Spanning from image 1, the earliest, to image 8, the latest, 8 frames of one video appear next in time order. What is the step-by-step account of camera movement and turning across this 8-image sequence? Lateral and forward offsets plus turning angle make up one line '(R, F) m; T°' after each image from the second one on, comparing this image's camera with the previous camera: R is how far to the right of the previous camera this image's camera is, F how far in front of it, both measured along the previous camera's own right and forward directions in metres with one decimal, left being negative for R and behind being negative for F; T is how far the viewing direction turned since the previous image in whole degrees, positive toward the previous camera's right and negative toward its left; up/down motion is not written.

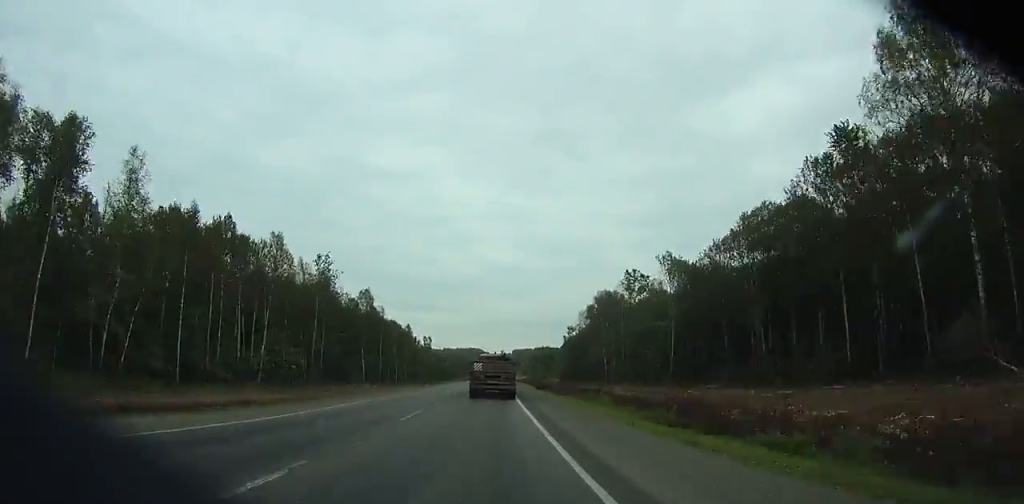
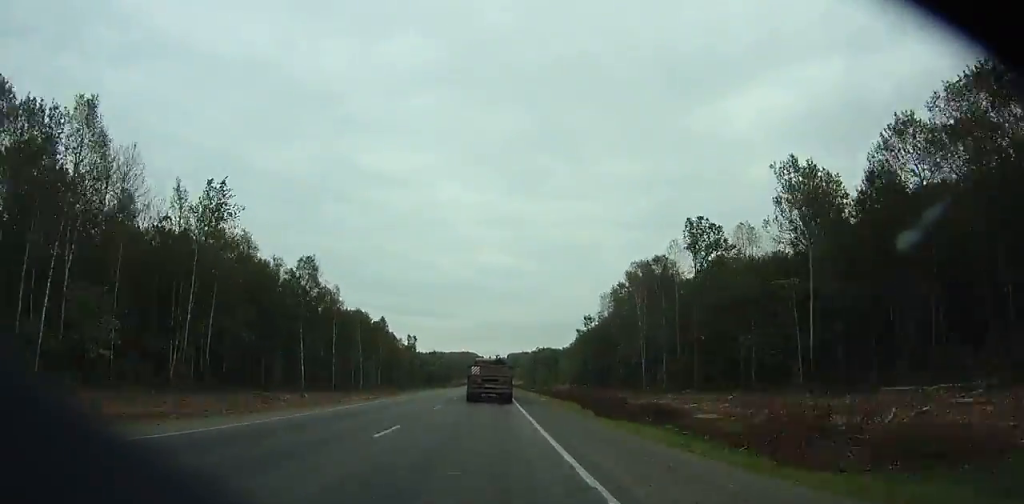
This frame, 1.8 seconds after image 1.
(0.0, +38.8) m; 0°
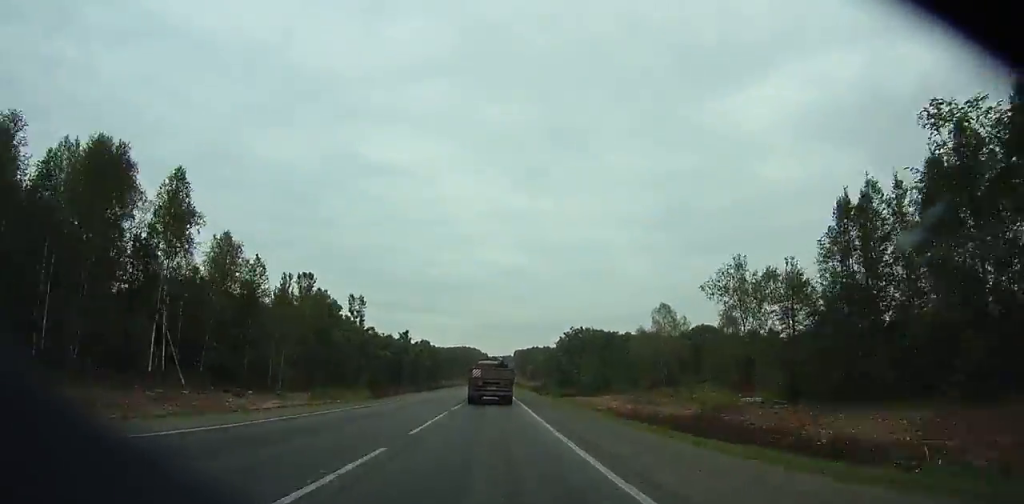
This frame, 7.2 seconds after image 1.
(0.0, +116.8) m; 0°
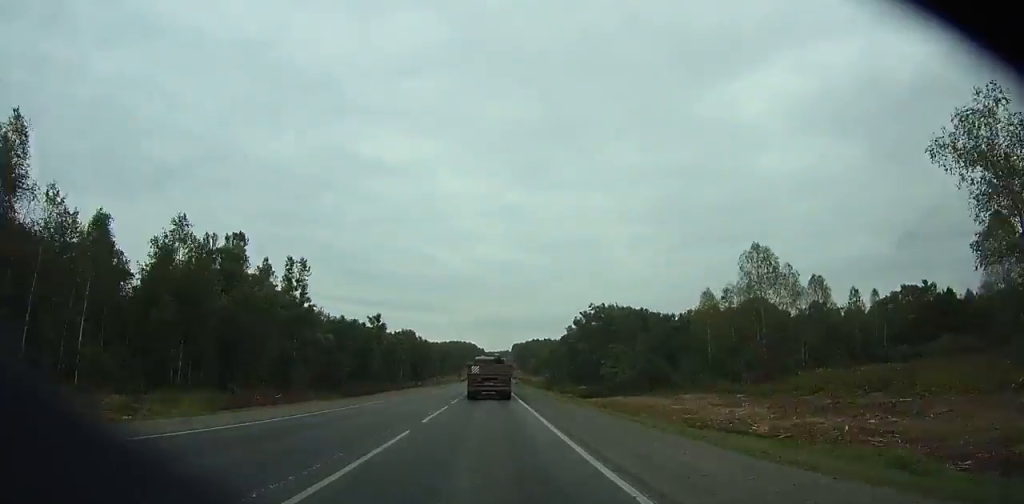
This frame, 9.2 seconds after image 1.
(+0.1, +43.5) m; 0°
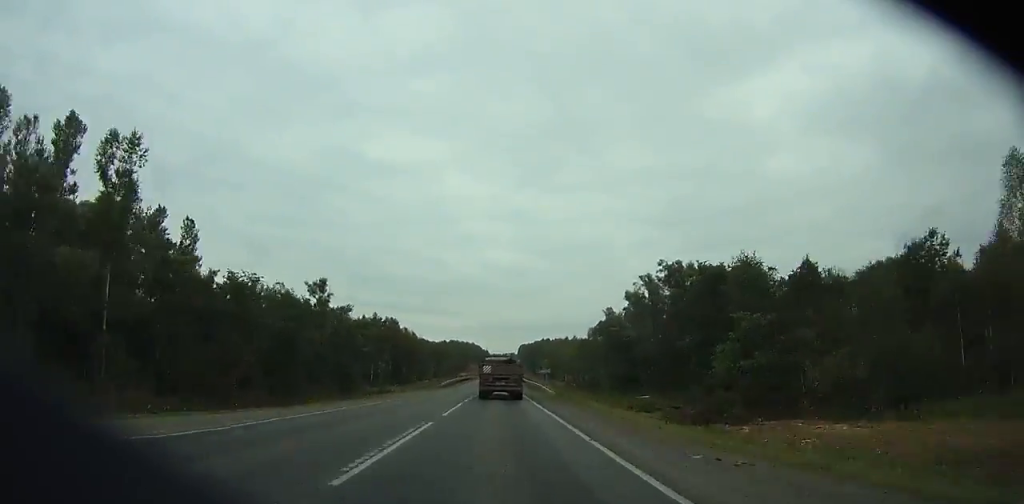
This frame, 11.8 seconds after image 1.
(-0.1, +56.8) m; 0°
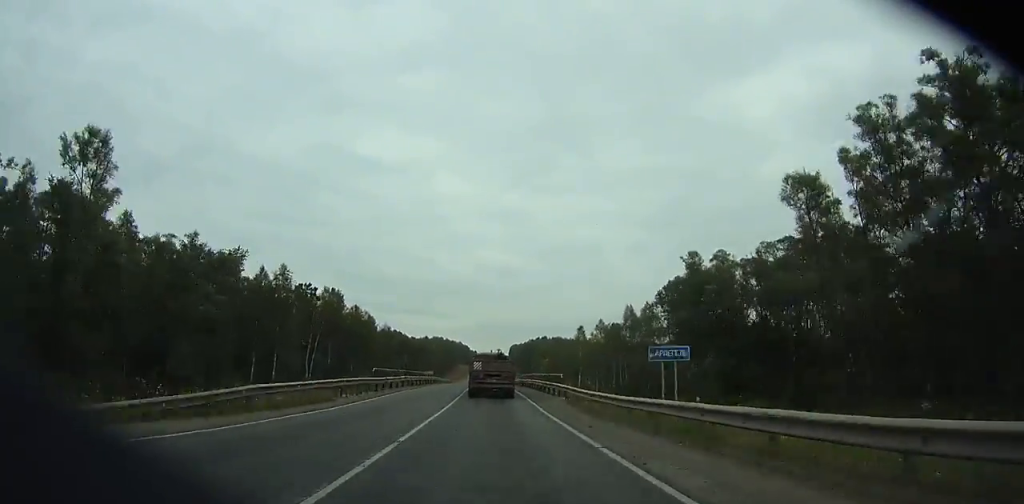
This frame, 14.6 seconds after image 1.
(-0.1, +61.5) m; 0°
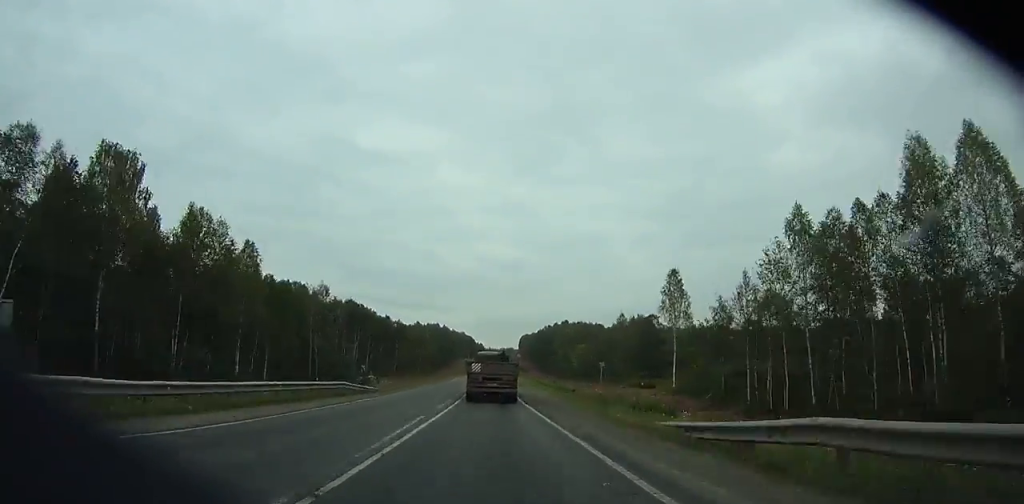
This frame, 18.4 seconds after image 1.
(+0.5, +83.7) m; 0°
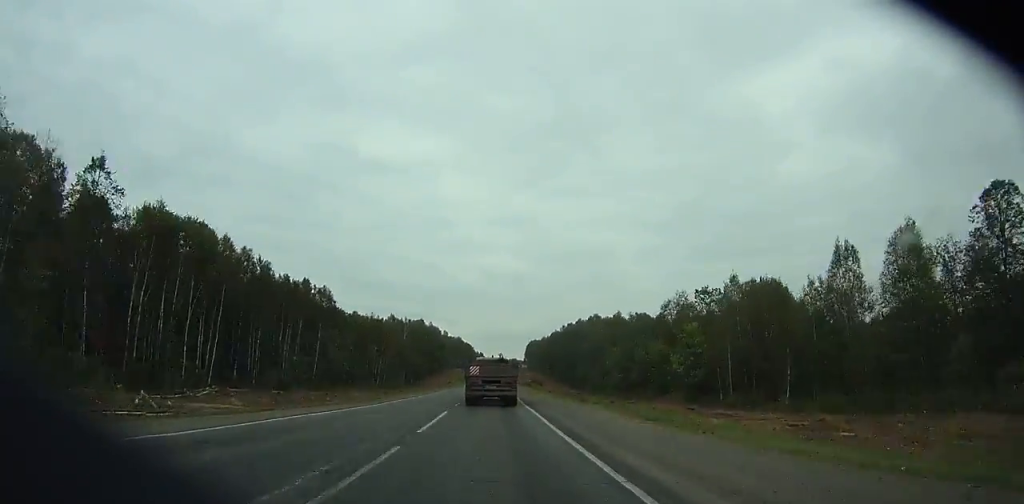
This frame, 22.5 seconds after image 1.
(-0.5, +89.9) m; 0°
